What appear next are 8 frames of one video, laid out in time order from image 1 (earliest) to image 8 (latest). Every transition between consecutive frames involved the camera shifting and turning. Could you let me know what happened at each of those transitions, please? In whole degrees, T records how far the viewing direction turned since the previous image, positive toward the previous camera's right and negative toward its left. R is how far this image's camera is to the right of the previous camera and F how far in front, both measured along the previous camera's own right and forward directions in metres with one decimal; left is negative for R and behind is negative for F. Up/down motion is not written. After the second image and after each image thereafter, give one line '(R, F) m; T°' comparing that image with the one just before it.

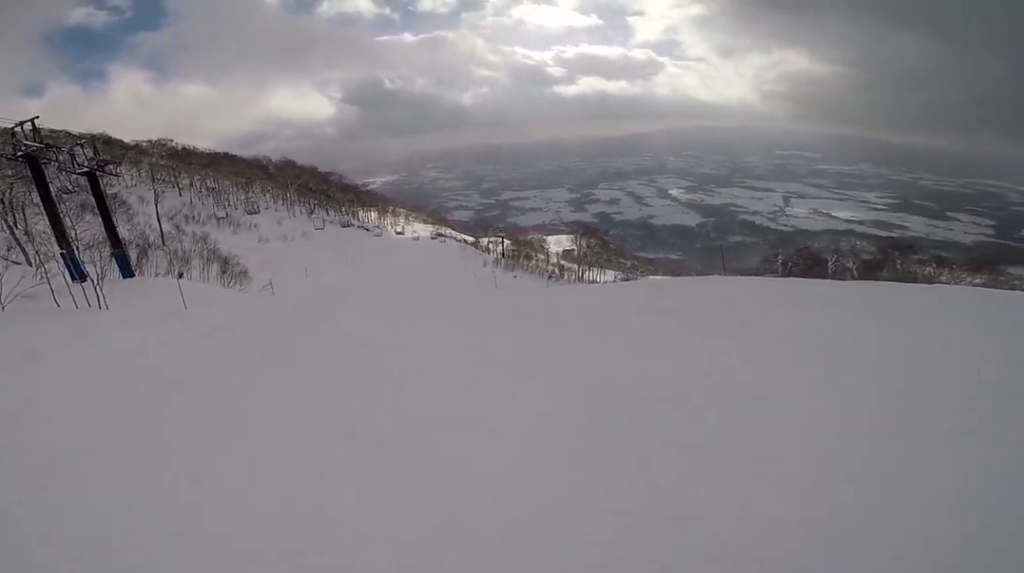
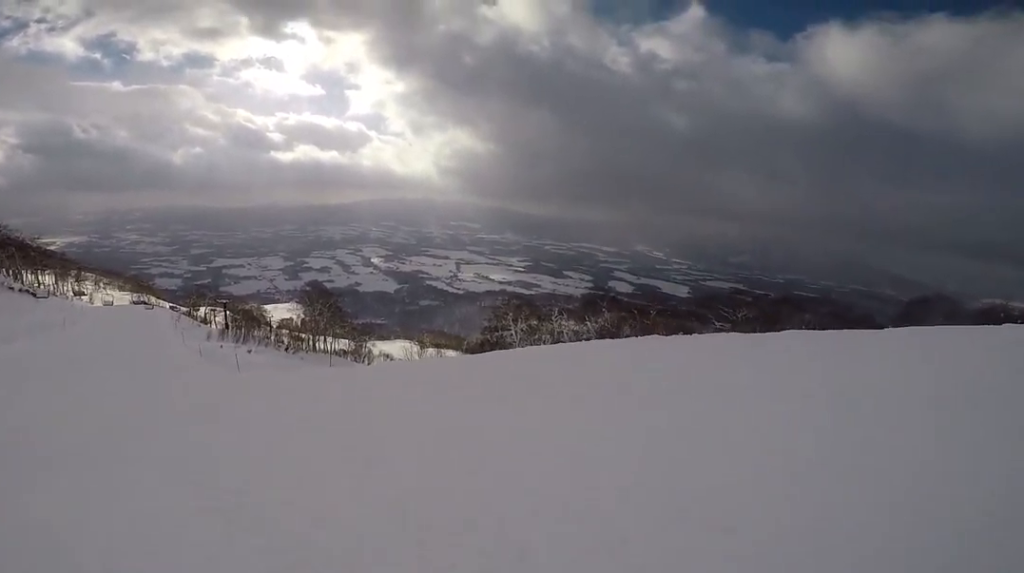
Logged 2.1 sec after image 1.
(+7.3, +11.0) m; +40°
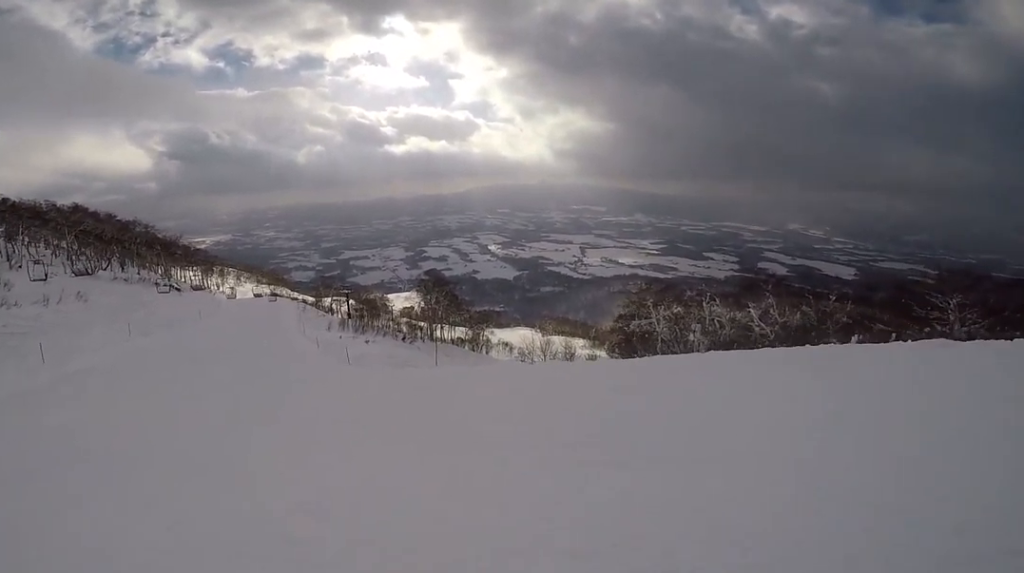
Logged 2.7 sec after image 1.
(-0.5, +4.4) m; -10°
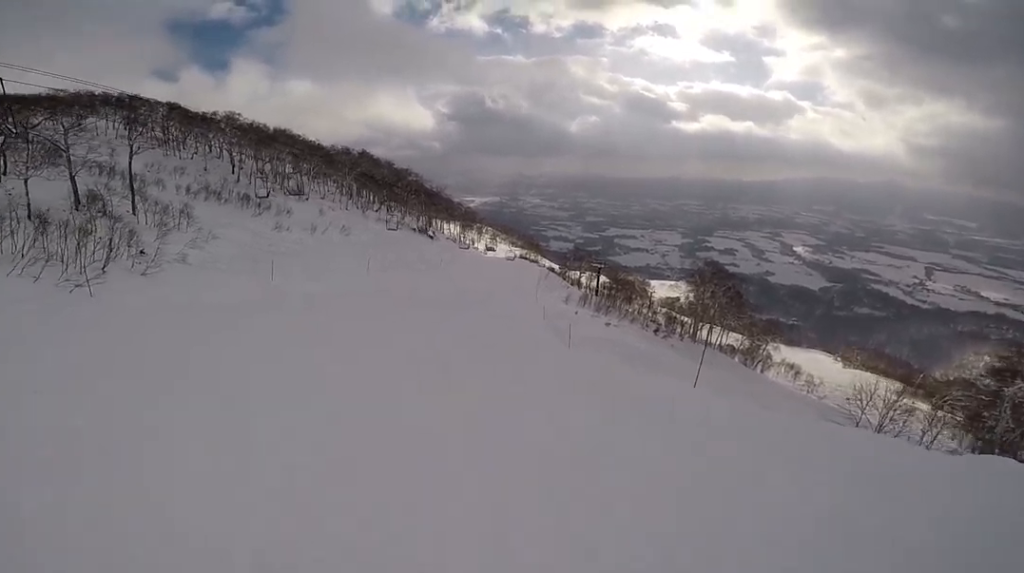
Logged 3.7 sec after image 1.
(-1.0, +7.0) m; -20°
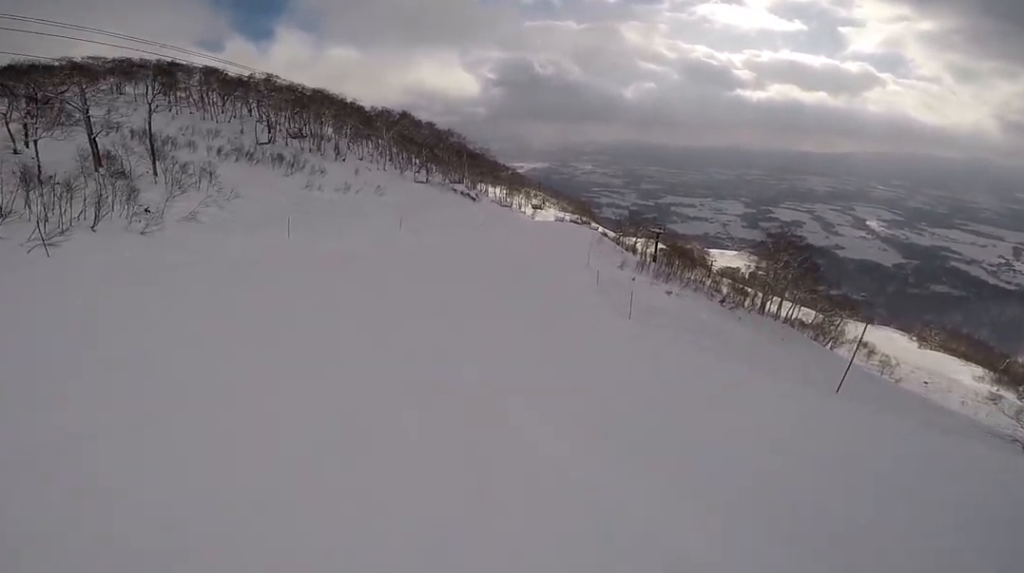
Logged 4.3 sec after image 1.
(-0.1, +4.1) m; -12°
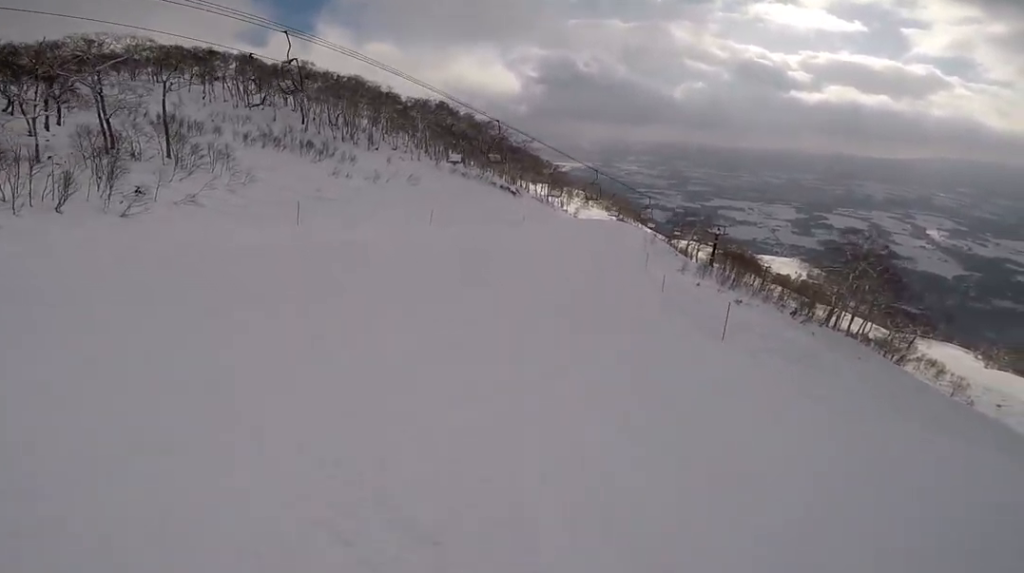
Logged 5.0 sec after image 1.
(-1.2, +5.1) m; -9°
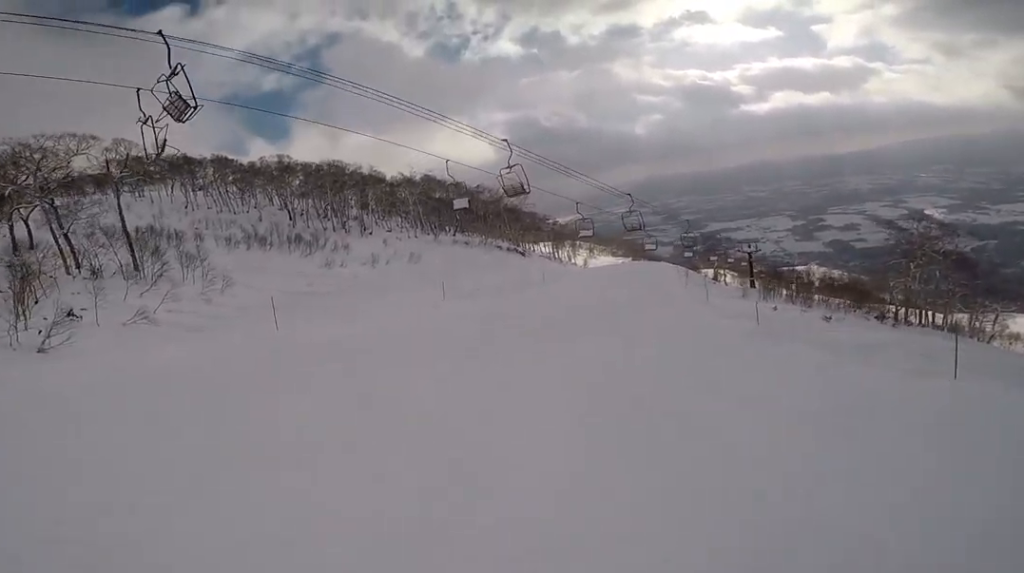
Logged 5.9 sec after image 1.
(-0.3, +7.2) m; +4°
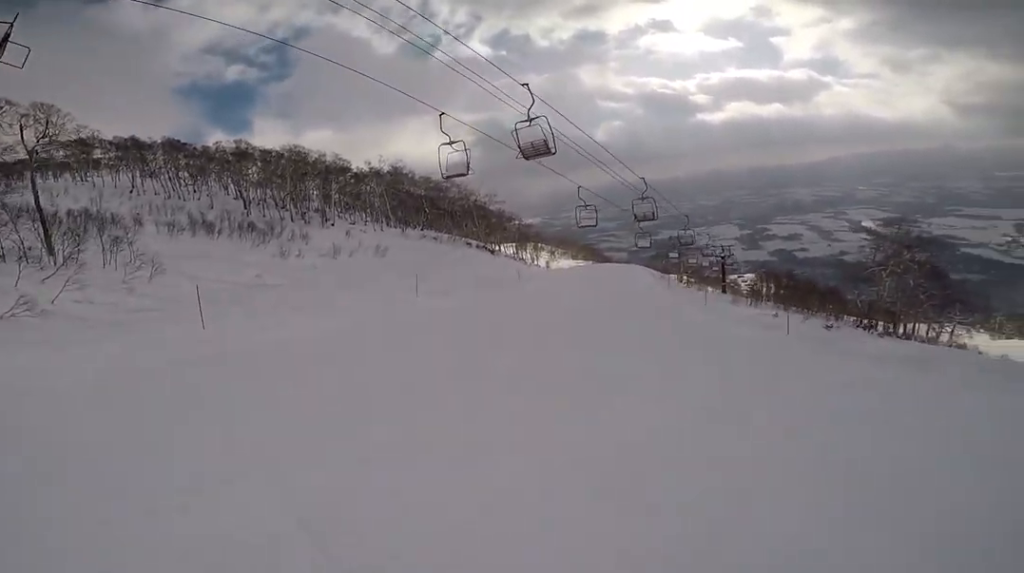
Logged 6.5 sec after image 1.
(+0.3, +5.2) m; +5°
